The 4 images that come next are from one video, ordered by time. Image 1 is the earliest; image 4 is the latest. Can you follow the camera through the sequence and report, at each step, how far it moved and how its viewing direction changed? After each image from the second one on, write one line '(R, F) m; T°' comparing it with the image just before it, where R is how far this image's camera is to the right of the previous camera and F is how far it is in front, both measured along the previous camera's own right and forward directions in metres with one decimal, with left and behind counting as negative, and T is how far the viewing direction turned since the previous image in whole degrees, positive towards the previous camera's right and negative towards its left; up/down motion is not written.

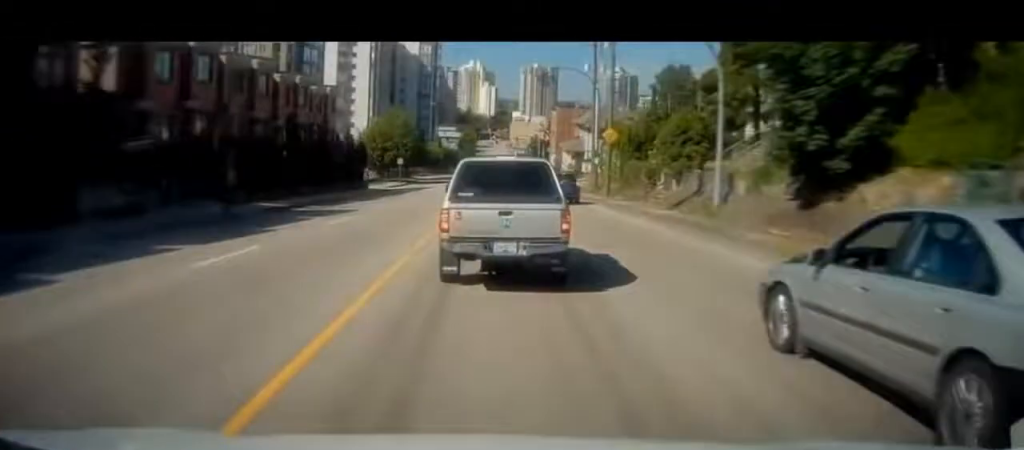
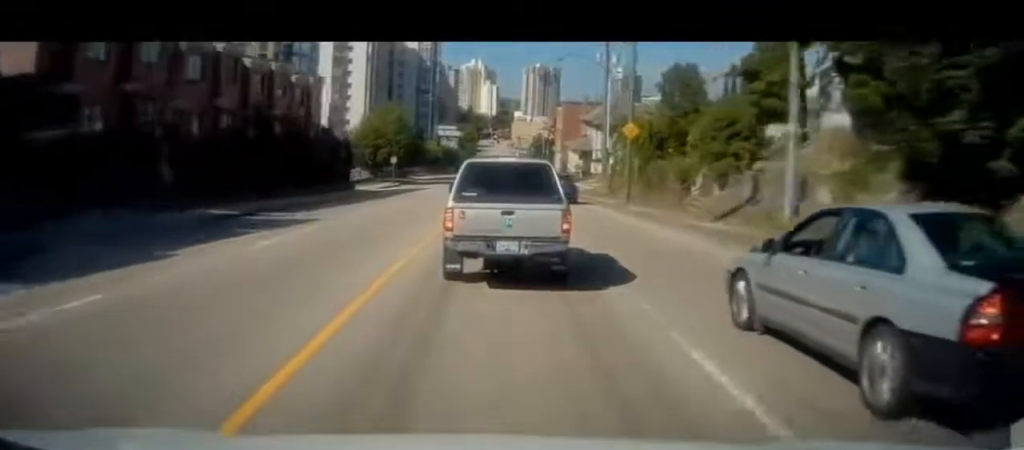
(-0.1, +5.8) m; -1°
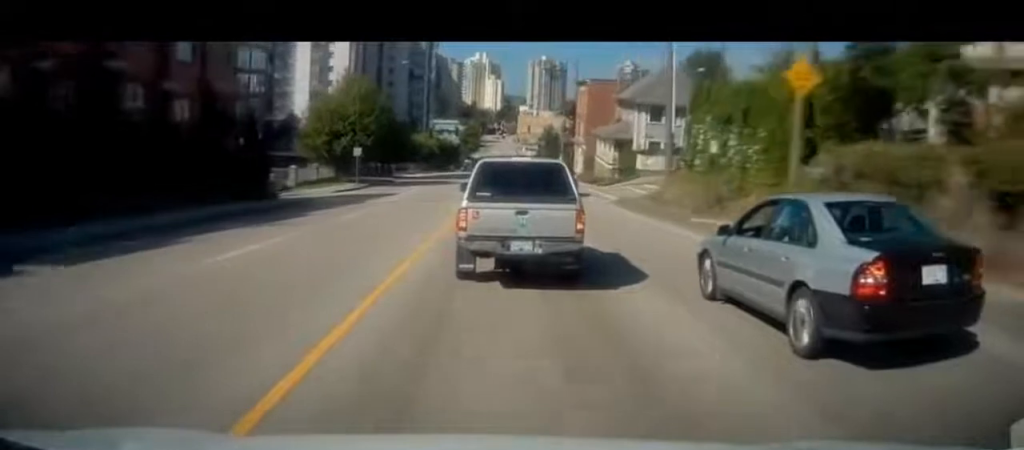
(-0.1, +17.4) m; +1°
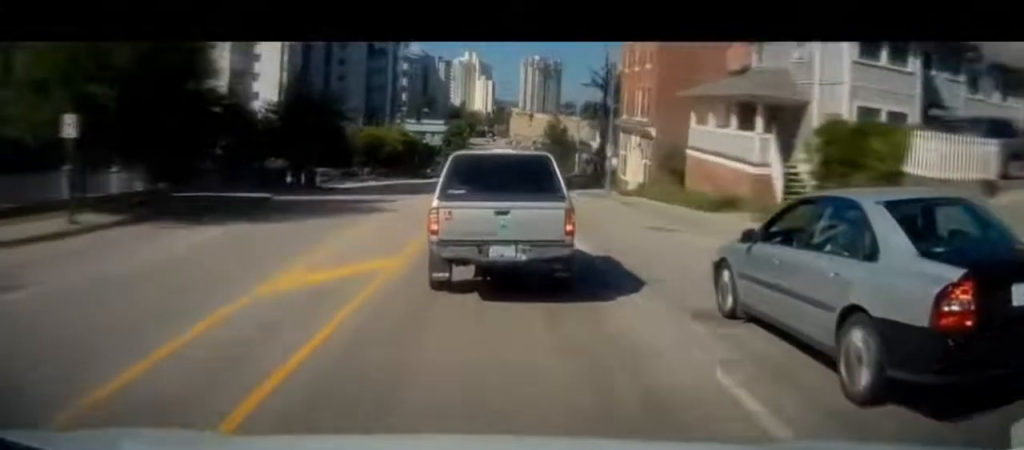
(-2.0, +35.7) m; +3°
